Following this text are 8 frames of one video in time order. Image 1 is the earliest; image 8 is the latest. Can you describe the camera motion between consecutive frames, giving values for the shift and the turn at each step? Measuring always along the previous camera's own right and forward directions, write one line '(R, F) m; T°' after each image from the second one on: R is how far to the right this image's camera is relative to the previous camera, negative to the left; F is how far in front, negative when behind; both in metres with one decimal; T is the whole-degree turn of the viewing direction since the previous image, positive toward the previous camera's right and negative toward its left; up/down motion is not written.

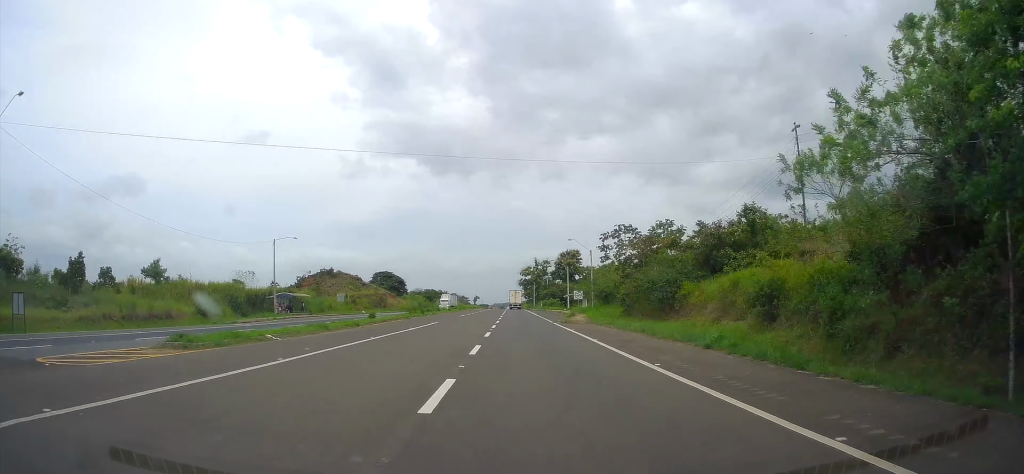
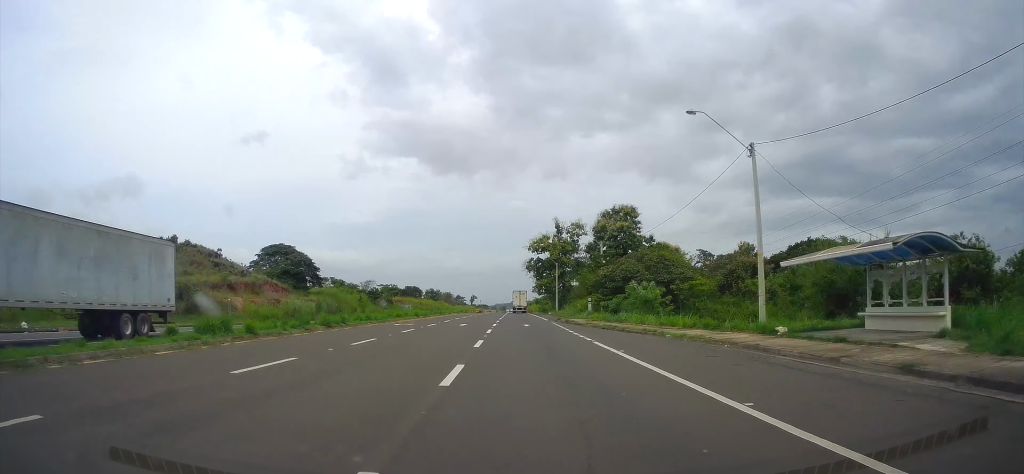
(-0.1, +78.5) m; 0°
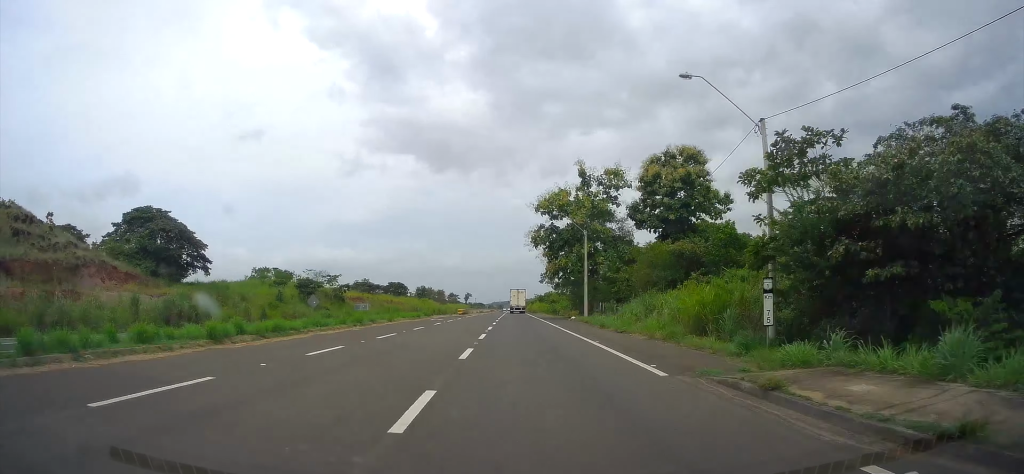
(-0.2, +35.7) m; 0°
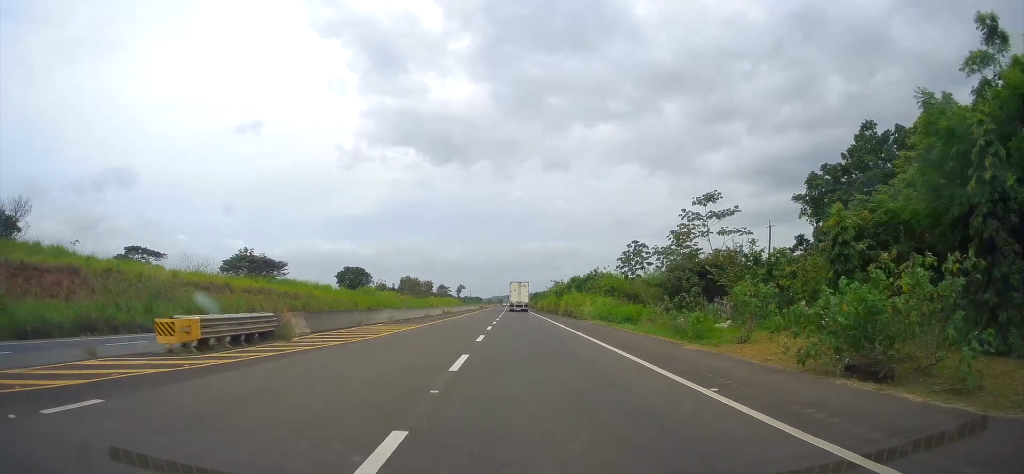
(+0.7, +74.3) m; +1°
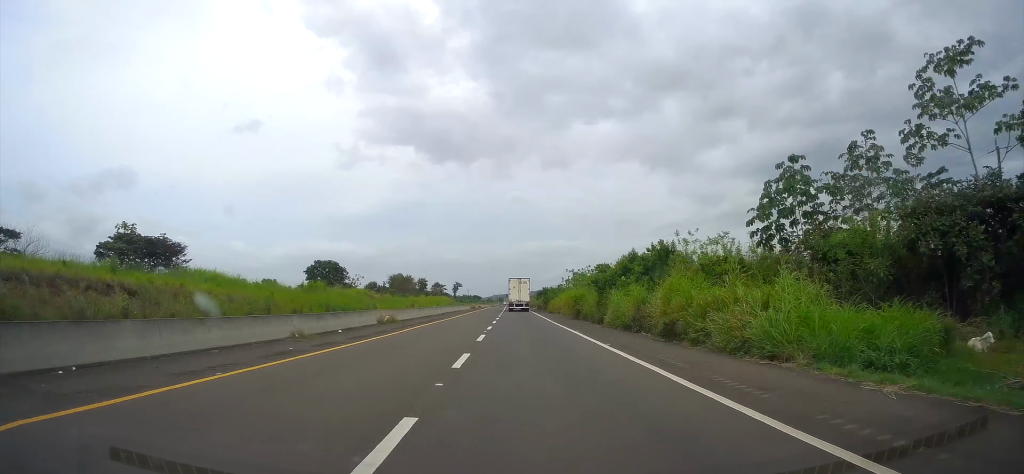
(+0.1, +30.9) m; 0°
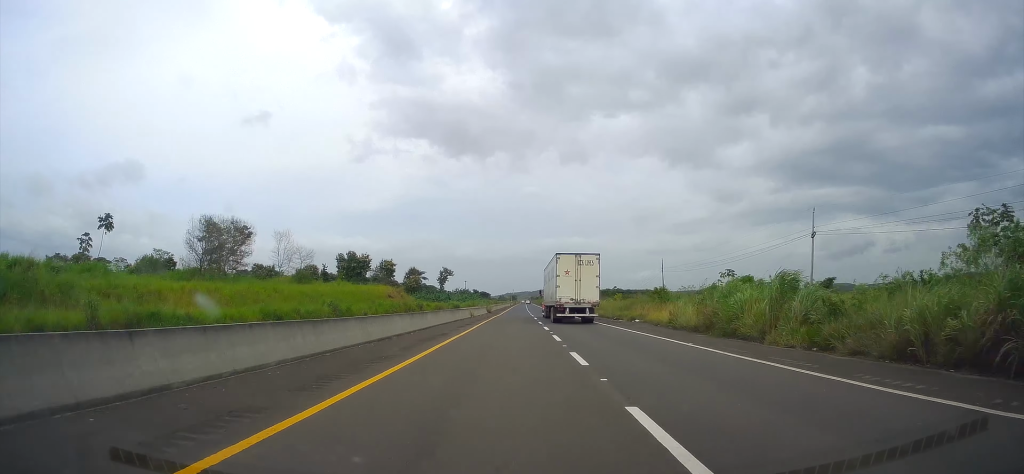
(-2.4, +151.8) m; -1°
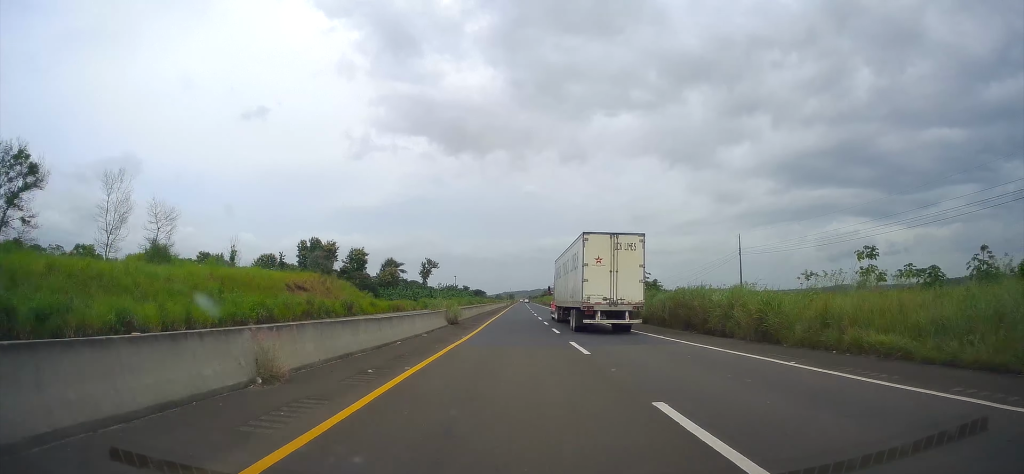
(-0.1, +43.6) m; 0°
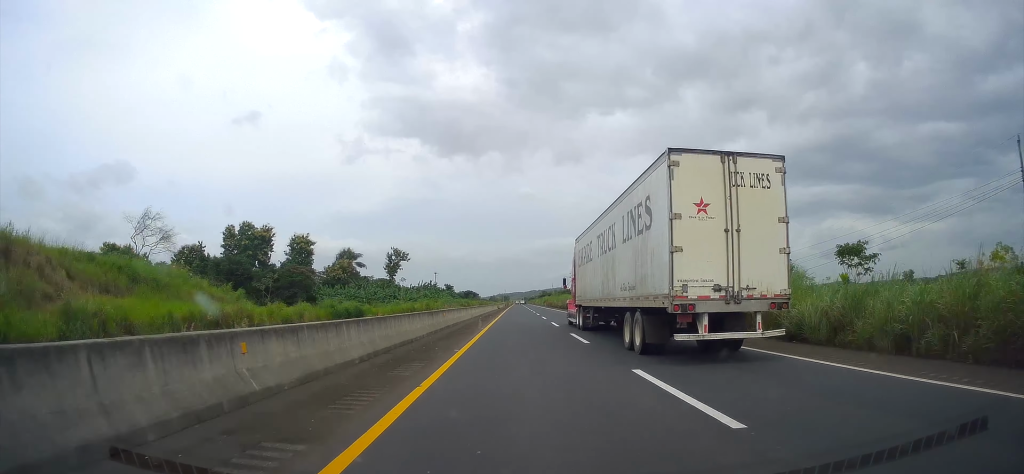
(+0.3, +51.5) m; +1°
